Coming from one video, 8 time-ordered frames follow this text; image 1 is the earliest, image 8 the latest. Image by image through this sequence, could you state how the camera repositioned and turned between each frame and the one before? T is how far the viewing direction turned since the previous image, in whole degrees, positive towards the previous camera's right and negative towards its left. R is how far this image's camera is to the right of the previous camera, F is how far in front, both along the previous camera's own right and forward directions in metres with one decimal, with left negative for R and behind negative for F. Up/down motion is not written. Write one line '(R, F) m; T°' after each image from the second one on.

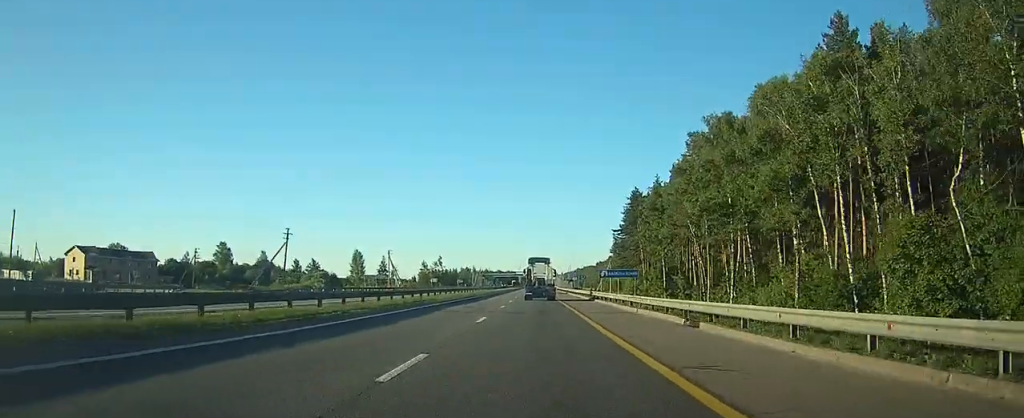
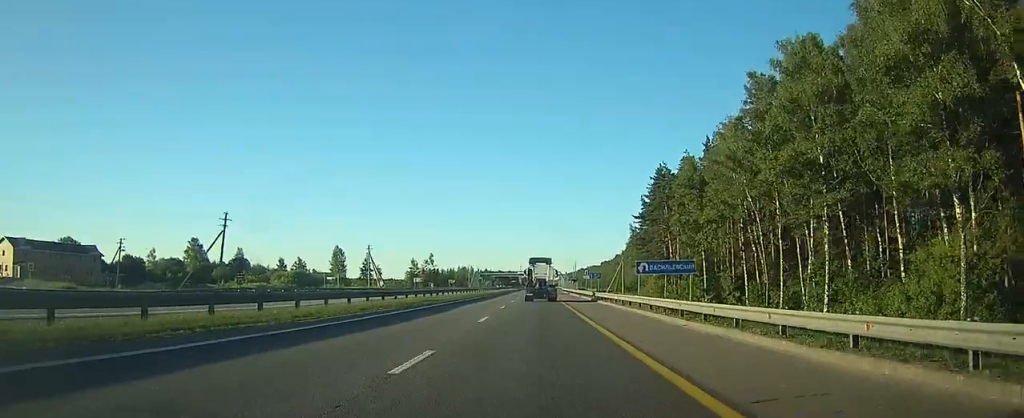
(0.0, +23.6) m; 0°
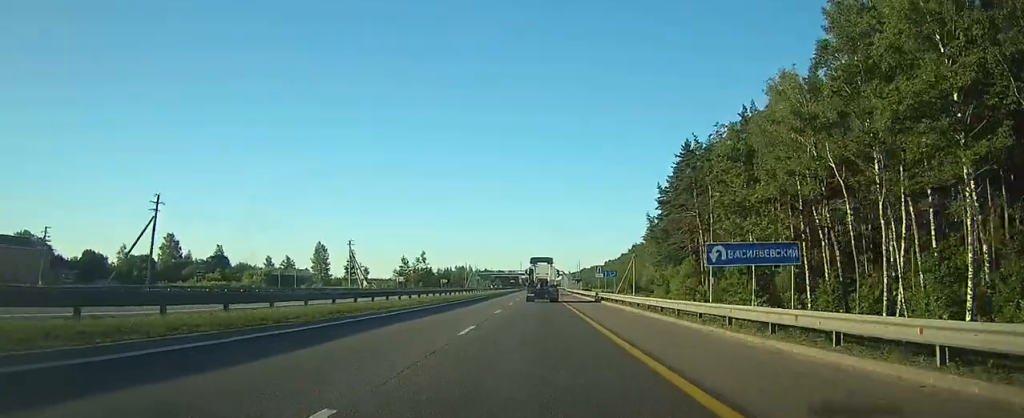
(-0.1, +17.4) m; 0°
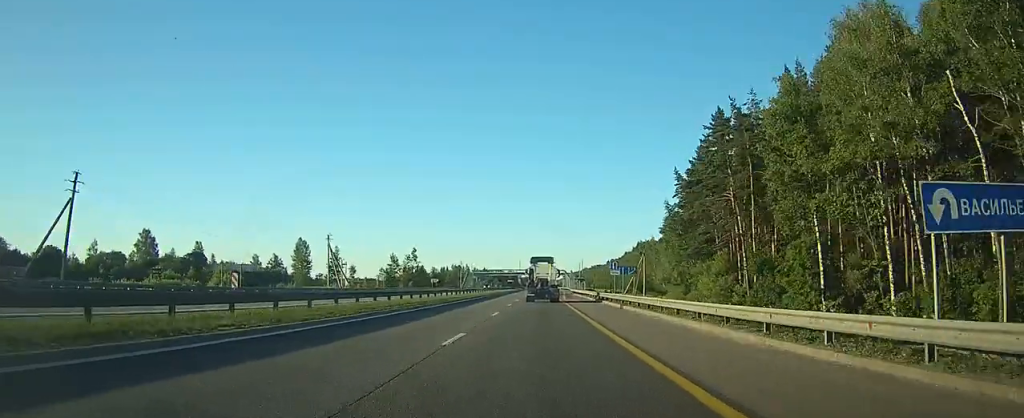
(0.0, +14.7) m; 0°
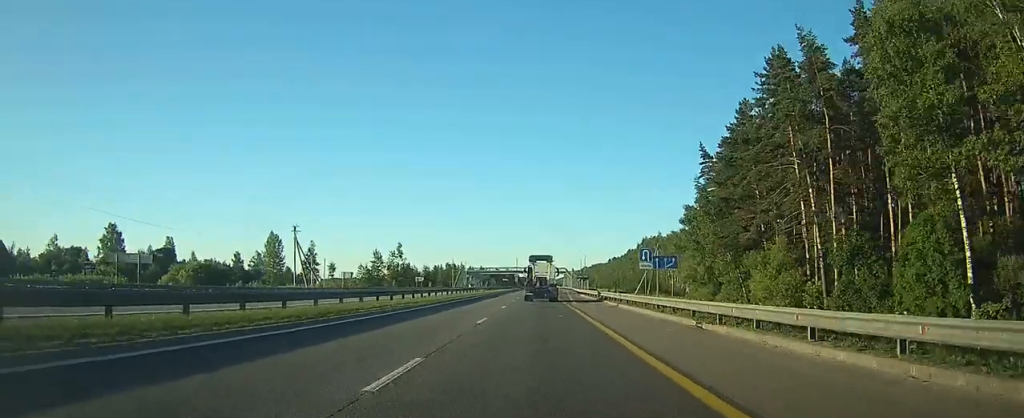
(0.0, +17.3) m; 0°
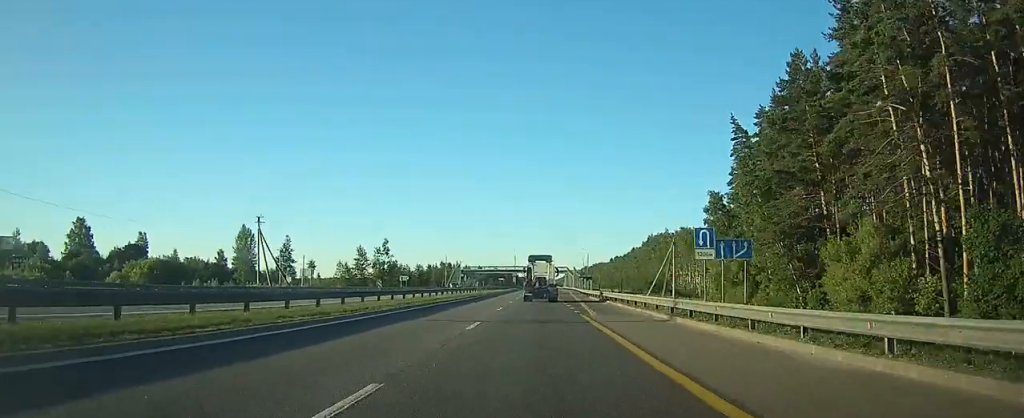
(0.0, +14.7) m; 0°
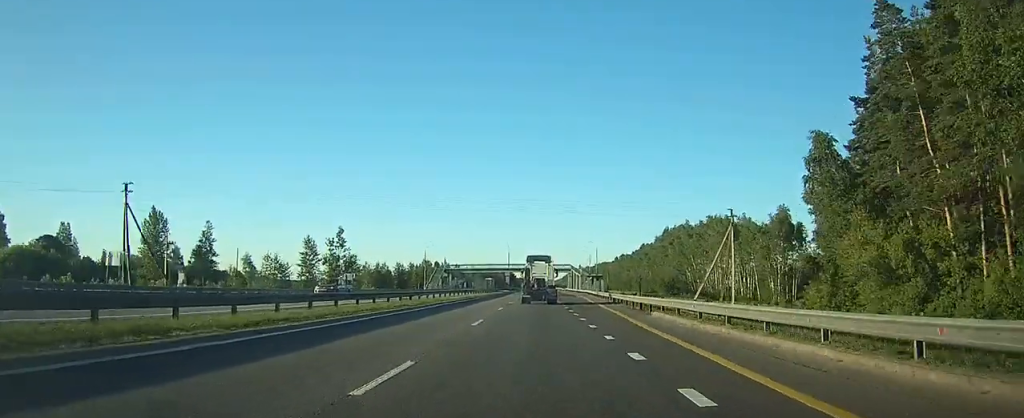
(0.0, +33.5) m; 0°
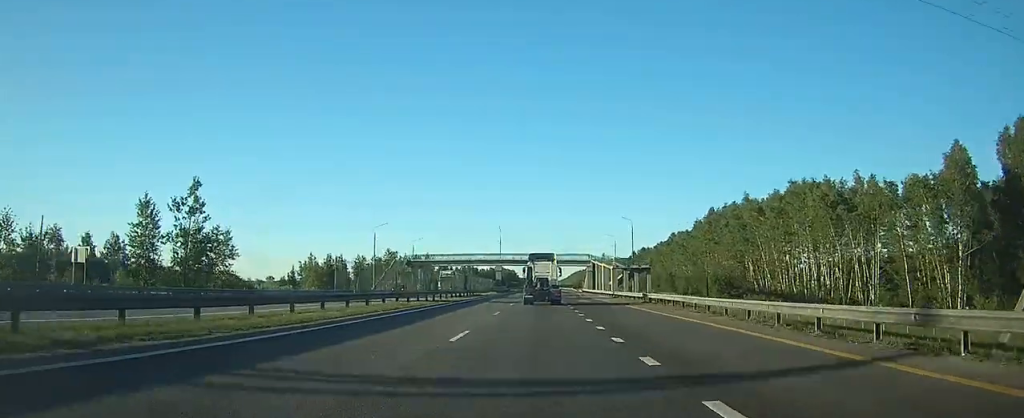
(+0.3, +53.1) m; +1°
